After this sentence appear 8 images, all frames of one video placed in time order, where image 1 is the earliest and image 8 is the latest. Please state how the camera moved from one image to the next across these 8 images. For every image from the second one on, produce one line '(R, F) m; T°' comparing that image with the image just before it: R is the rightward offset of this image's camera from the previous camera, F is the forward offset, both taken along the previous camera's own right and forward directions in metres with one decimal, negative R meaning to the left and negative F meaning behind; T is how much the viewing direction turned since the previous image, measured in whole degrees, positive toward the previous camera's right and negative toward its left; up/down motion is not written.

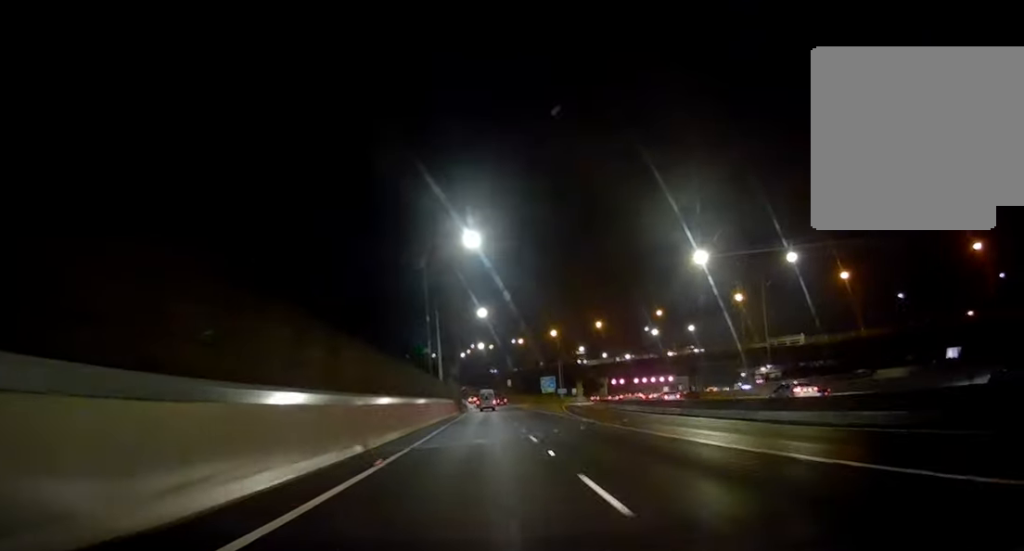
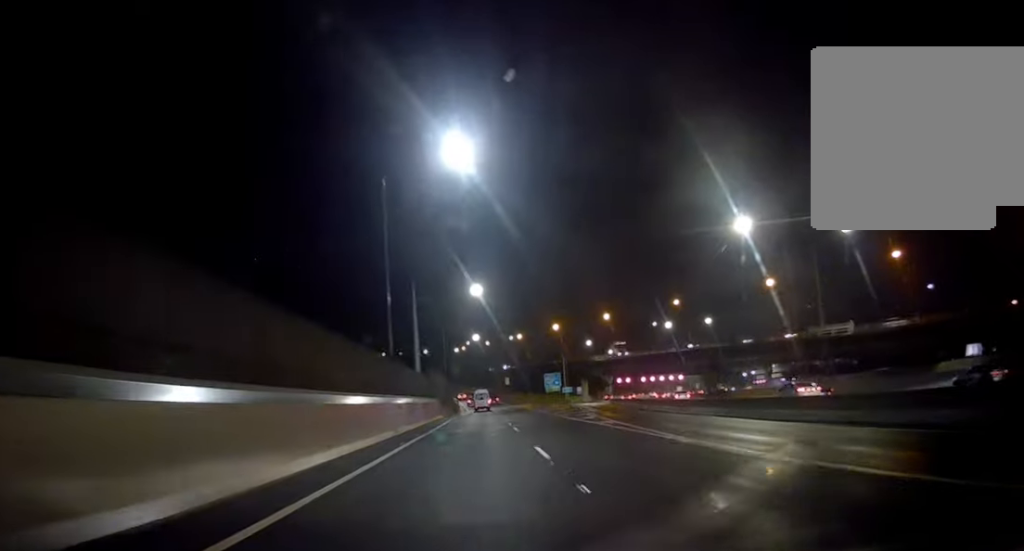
(-0.3, +17.2) m; 0°
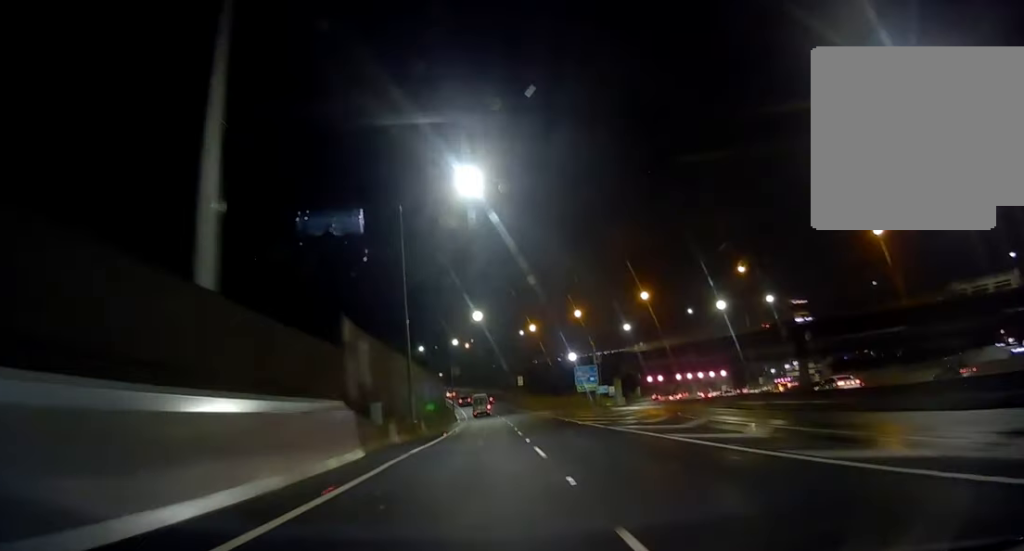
(+0.7, +34.3) m; +2°
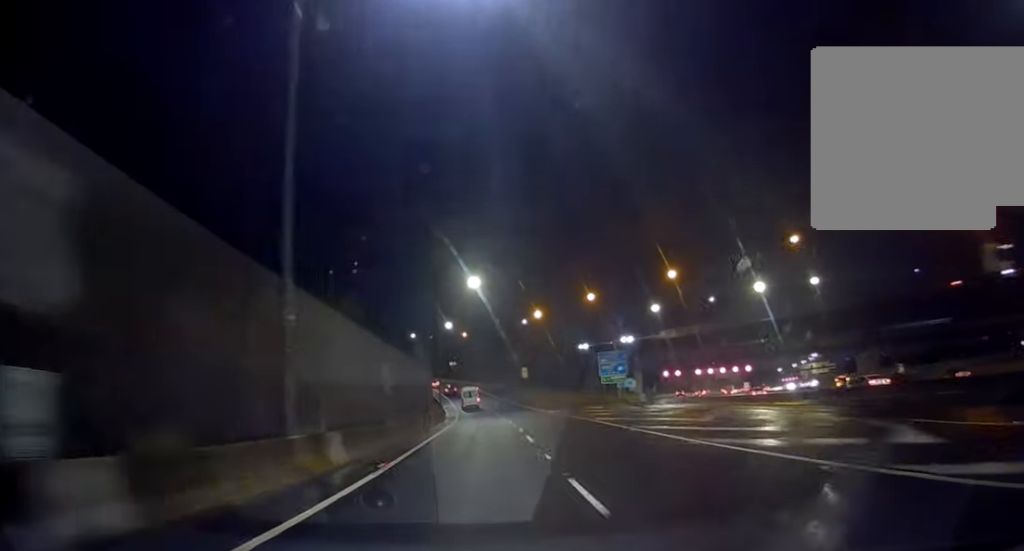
(+0.2, +19.4) m; +1°
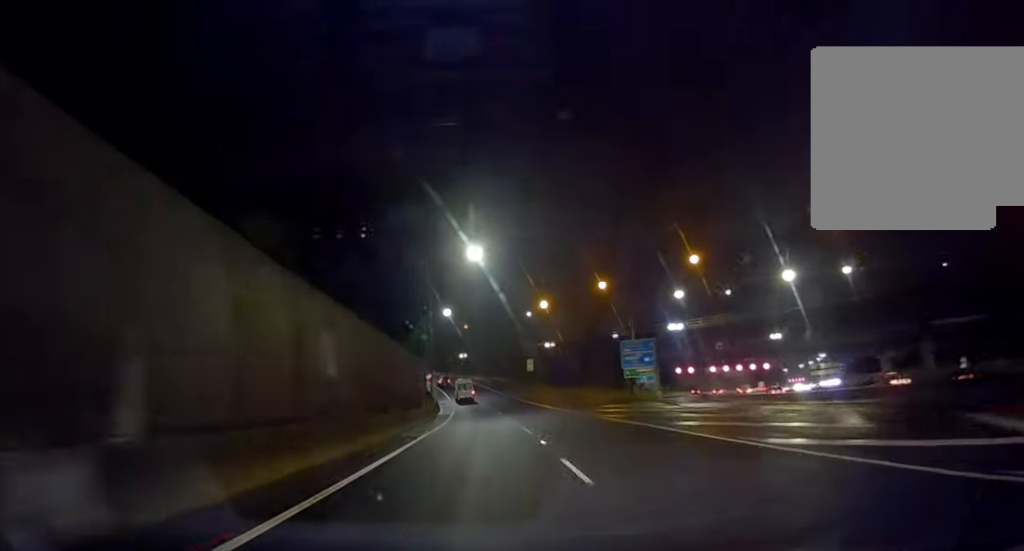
(+0.3, +10.5) m; 0°
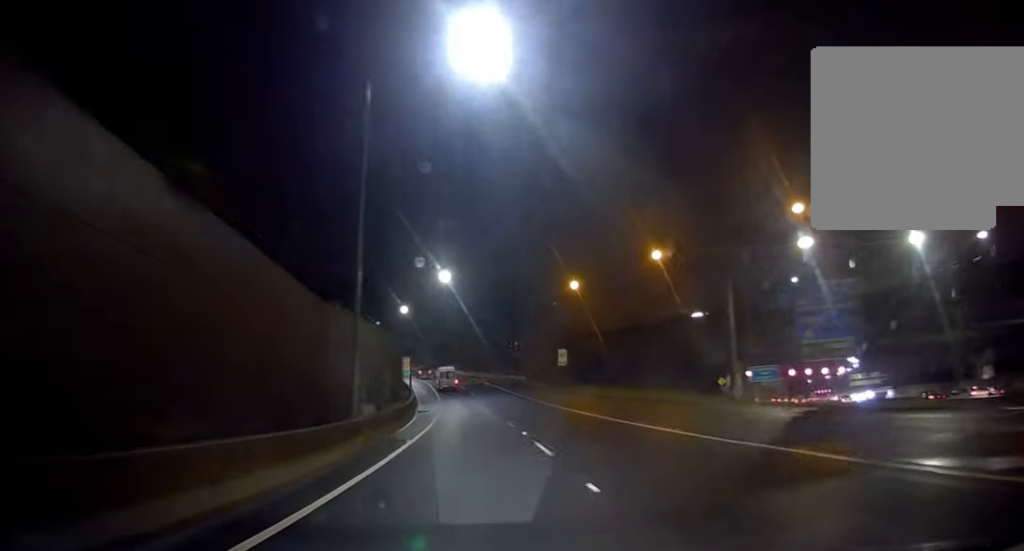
(-0.9, +32.1) m; -3°
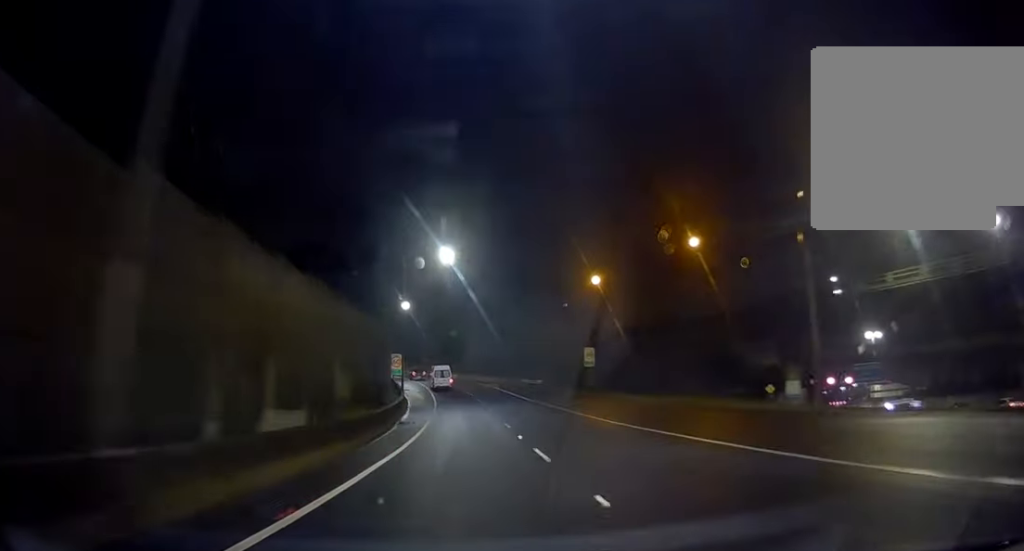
(-0.3, +12.7) m; 0°
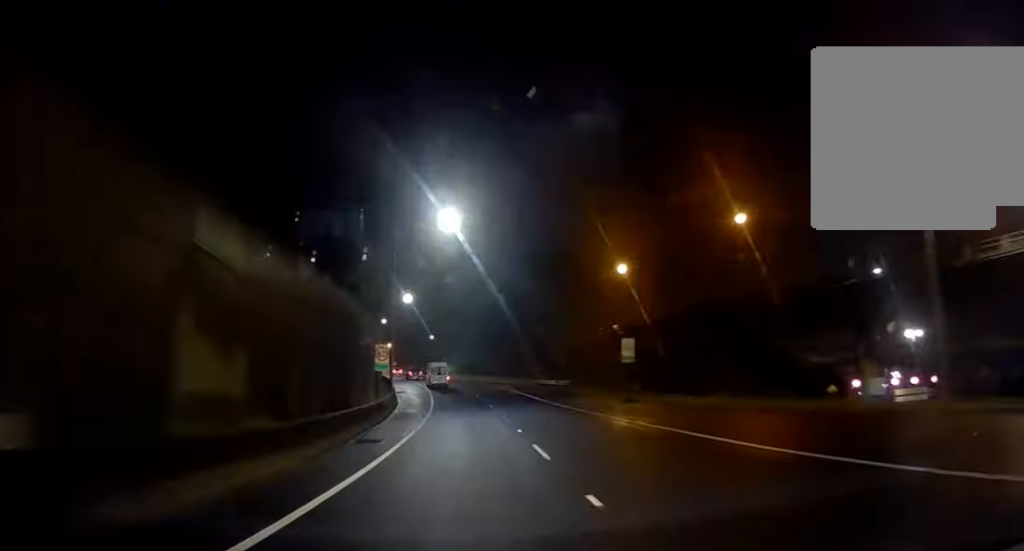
(+0.1, +11.9) m; 0°
